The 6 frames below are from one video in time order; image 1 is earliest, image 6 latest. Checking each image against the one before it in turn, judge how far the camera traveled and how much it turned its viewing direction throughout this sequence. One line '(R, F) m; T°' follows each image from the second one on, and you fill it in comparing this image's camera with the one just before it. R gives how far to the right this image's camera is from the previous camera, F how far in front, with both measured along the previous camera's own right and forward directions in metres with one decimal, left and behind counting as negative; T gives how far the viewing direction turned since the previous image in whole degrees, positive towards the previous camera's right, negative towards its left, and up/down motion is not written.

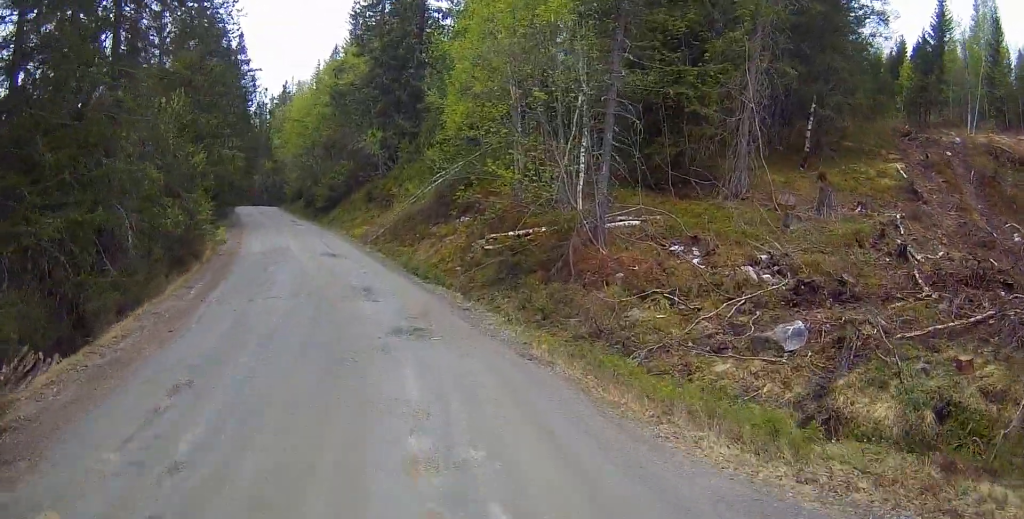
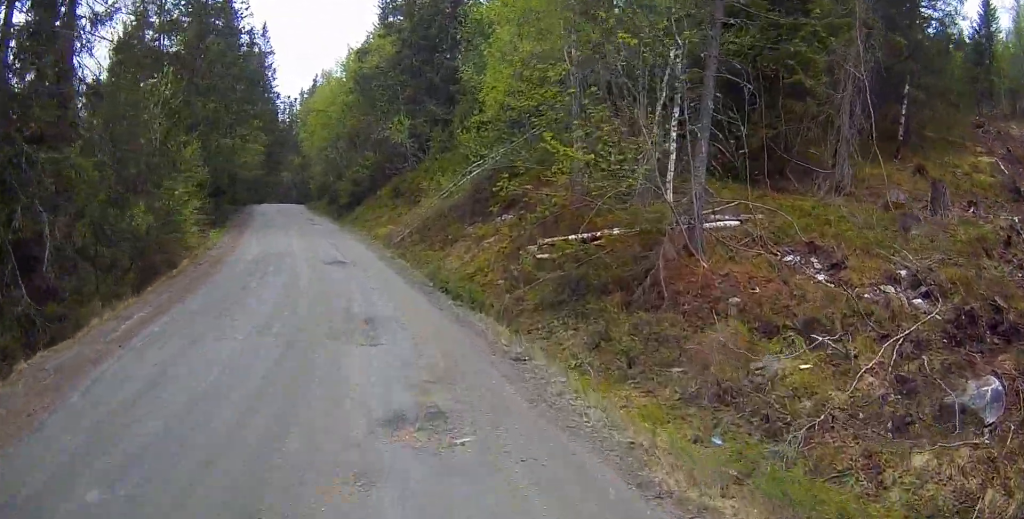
(-0.2, +4.8) m; -4°
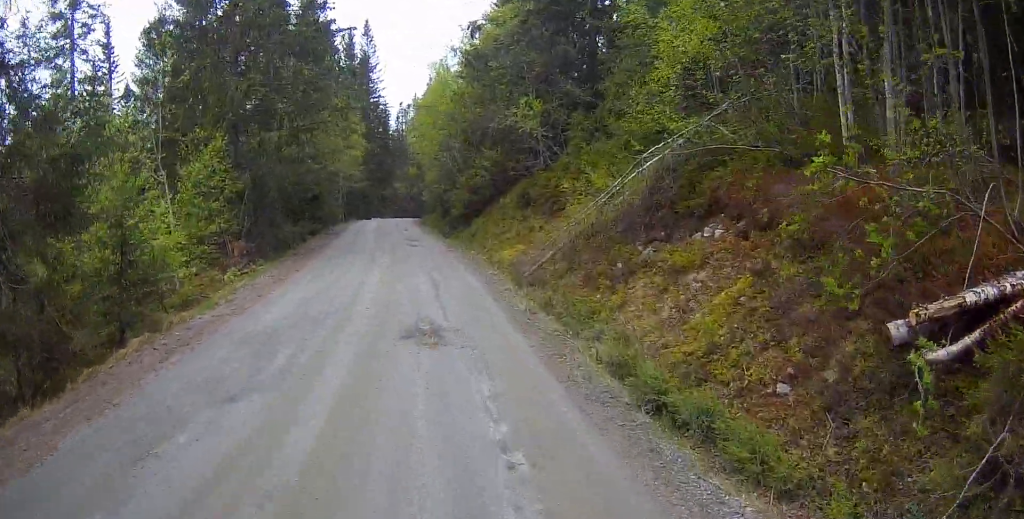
(-0.4, +8.8) m; -7°
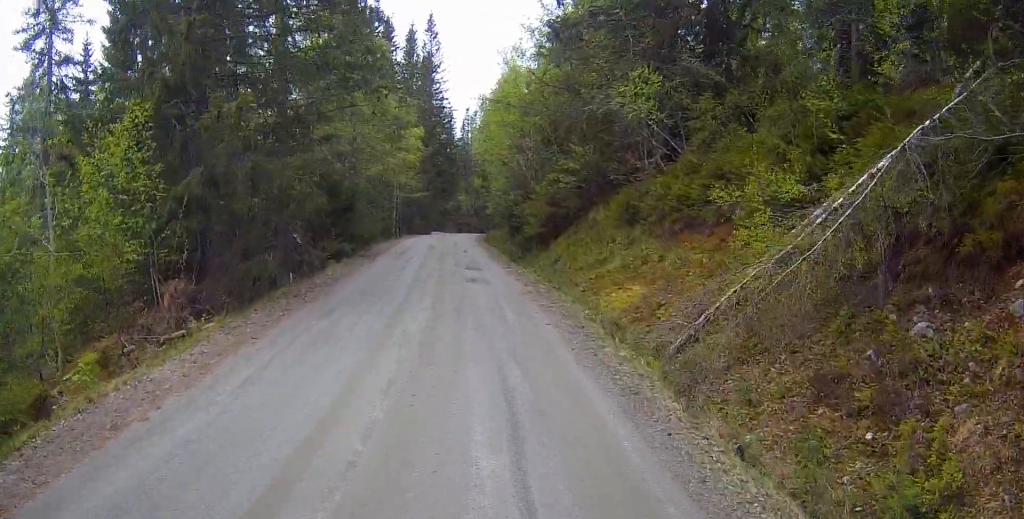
(-0.5, +8.4) m; -6°
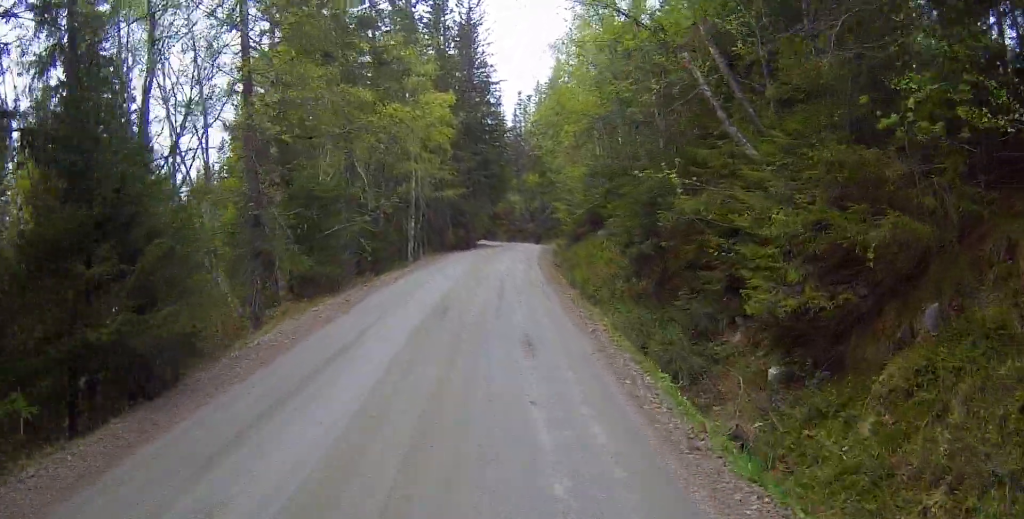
(-3.0, +22.2) m; -6°
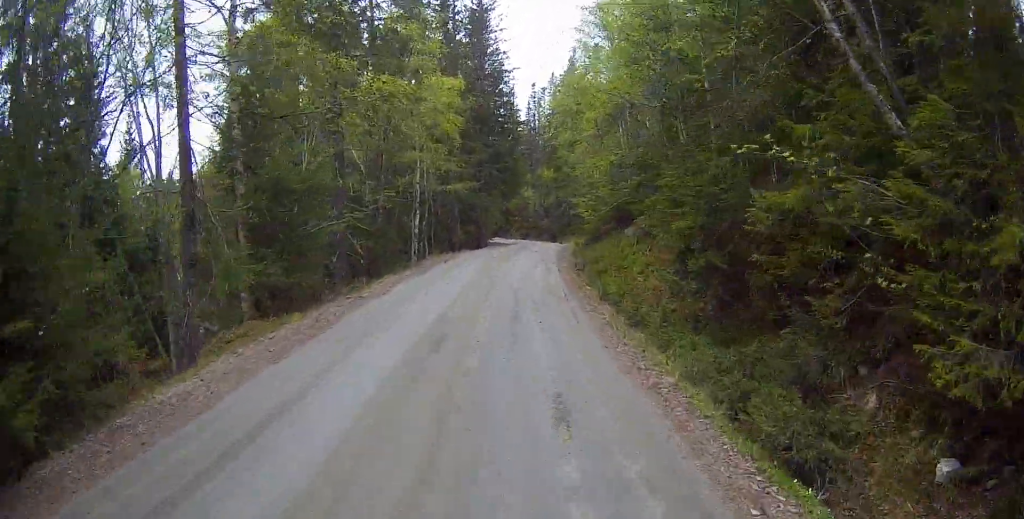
(+0.4, +3.6) m; +2°
